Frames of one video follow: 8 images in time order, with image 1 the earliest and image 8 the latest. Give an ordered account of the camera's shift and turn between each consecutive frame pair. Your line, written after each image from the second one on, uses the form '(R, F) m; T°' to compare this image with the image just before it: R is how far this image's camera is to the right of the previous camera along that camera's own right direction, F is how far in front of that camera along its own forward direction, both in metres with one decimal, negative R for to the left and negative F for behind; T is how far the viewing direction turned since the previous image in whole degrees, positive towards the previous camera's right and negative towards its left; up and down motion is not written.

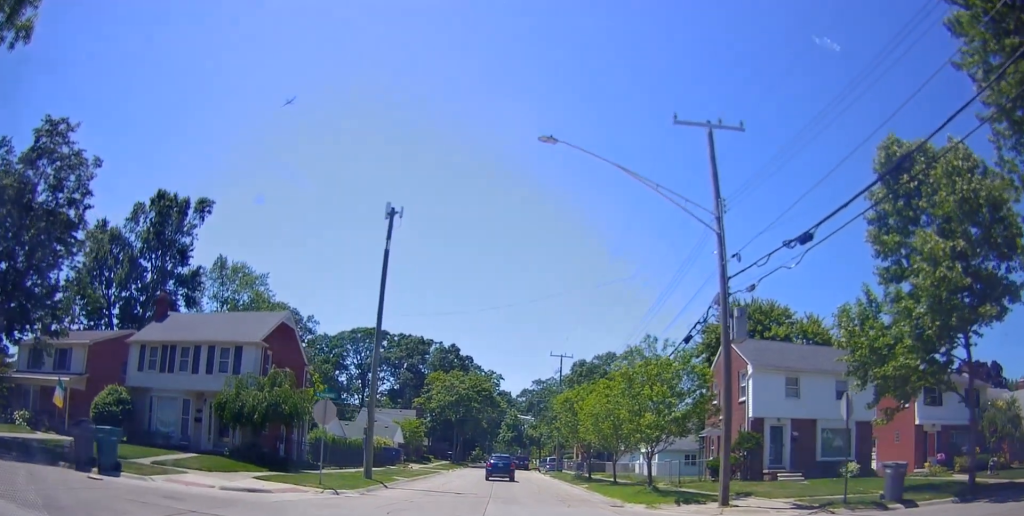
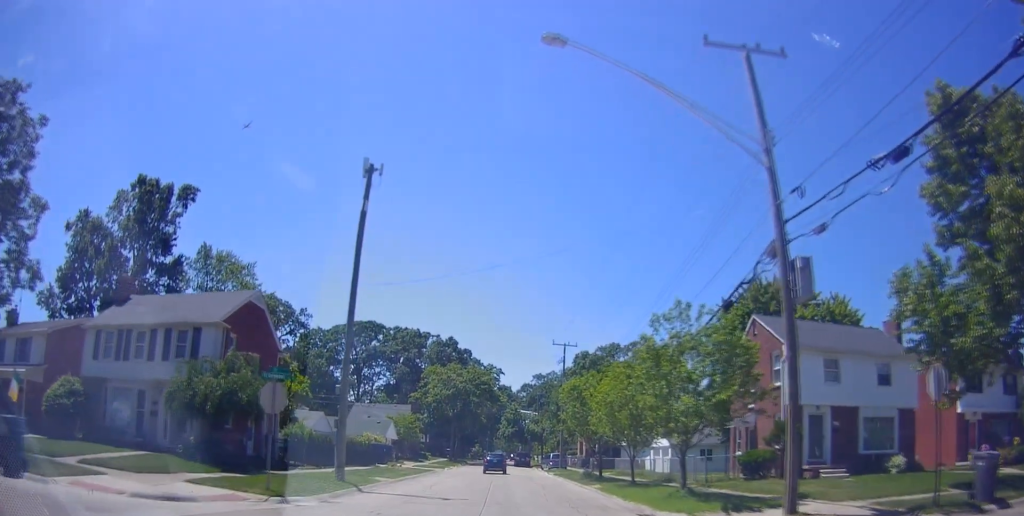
(0.0, +3.3) m; 0°
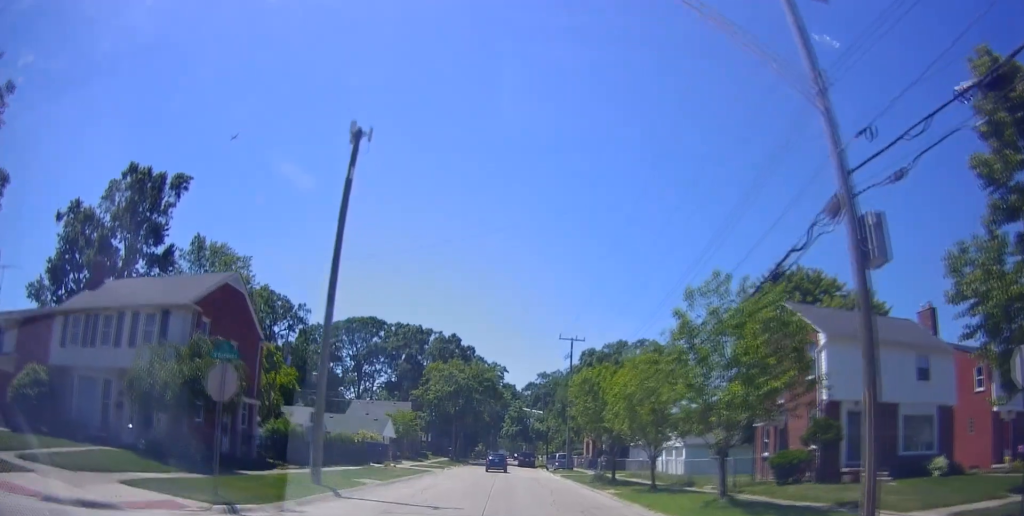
(0.0, +2.6) m; 0°
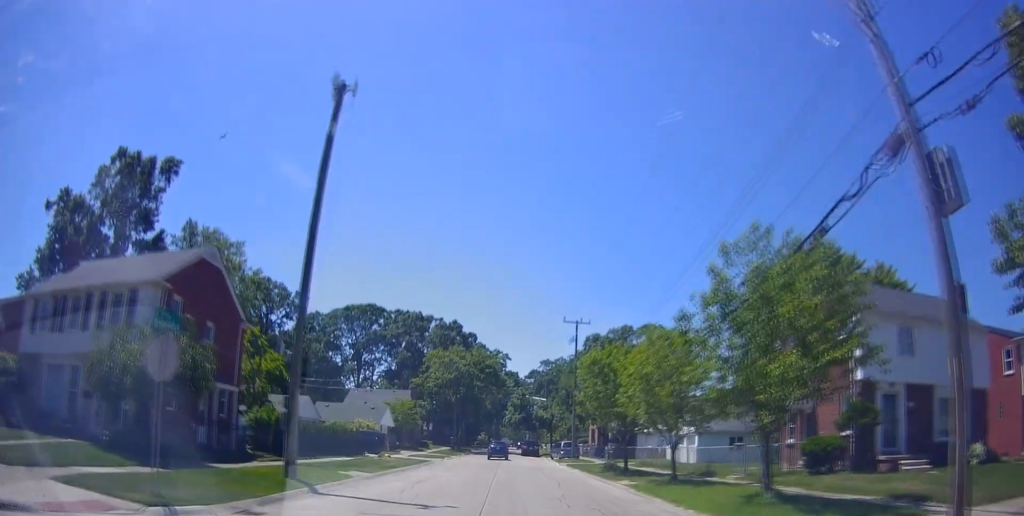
(0.0, +2.0) m; 0°
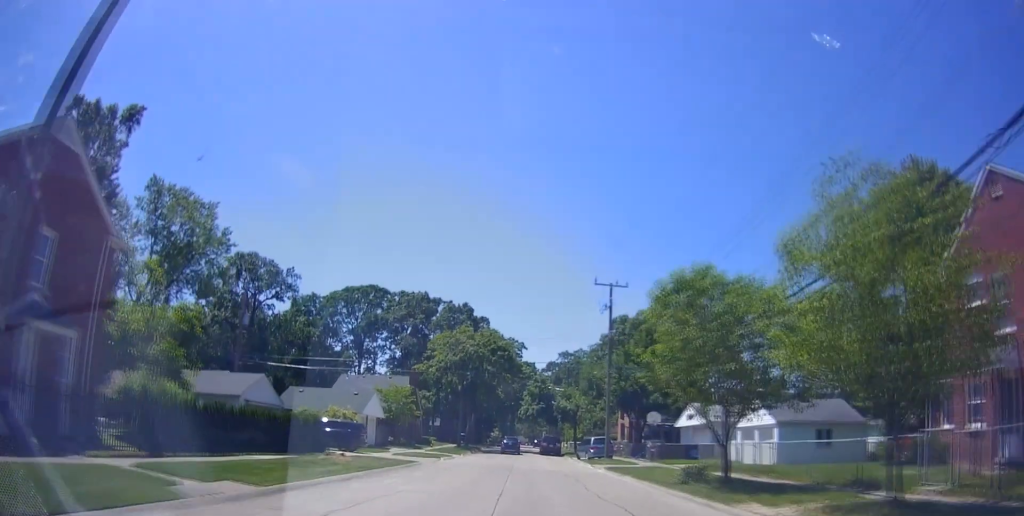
(0.0, +10.1) m; 0°
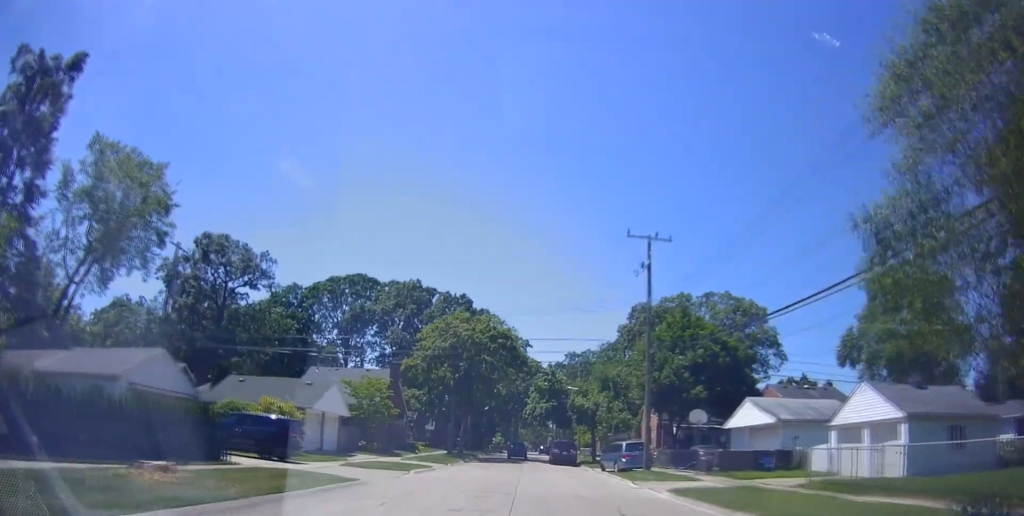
(0.0, +10.7) m; -1°
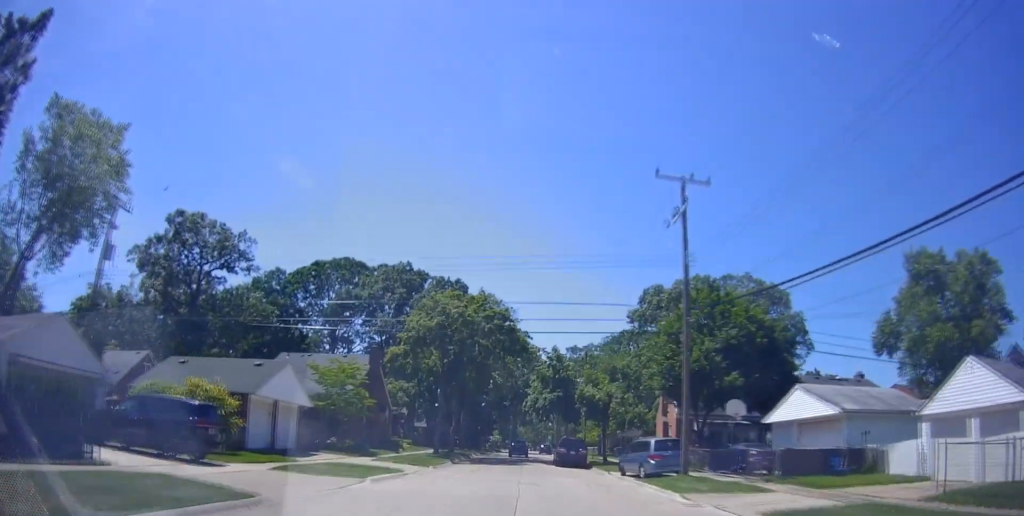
(+0.1, +6.7) m; -3°
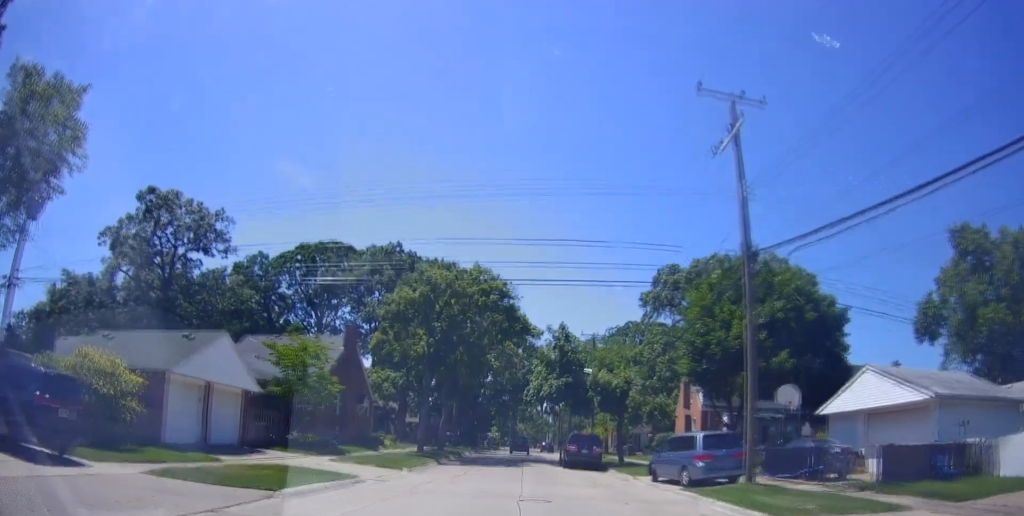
(-0.3, +6.5) m; -1°
